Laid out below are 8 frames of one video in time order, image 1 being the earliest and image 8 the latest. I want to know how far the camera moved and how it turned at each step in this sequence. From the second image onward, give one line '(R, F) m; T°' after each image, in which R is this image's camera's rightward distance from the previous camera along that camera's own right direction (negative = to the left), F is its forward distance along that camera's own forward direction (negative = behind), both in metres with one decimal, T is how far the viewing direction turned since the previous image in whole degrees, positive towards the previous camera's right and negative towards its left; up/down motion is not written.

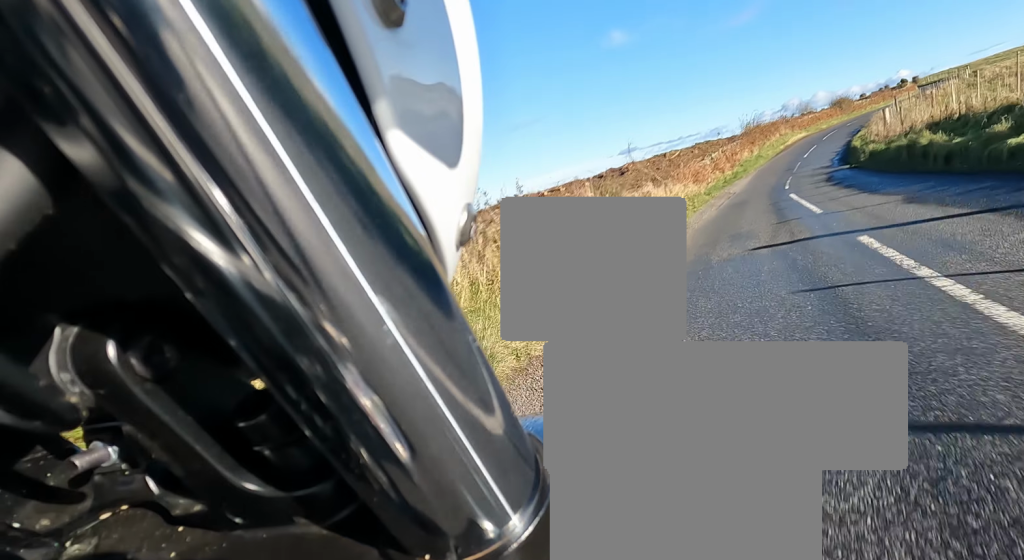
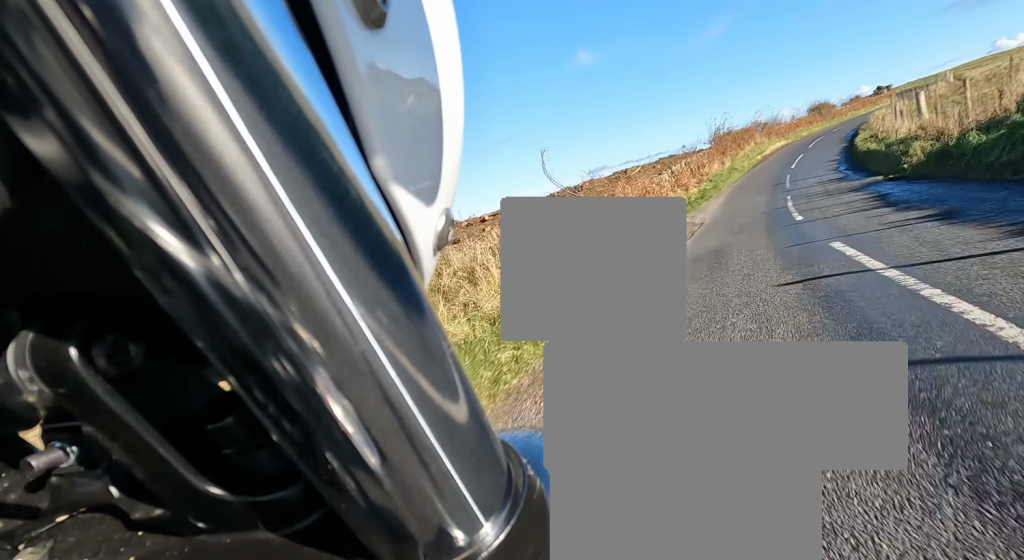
(+0.4, +8.9) m; +2°
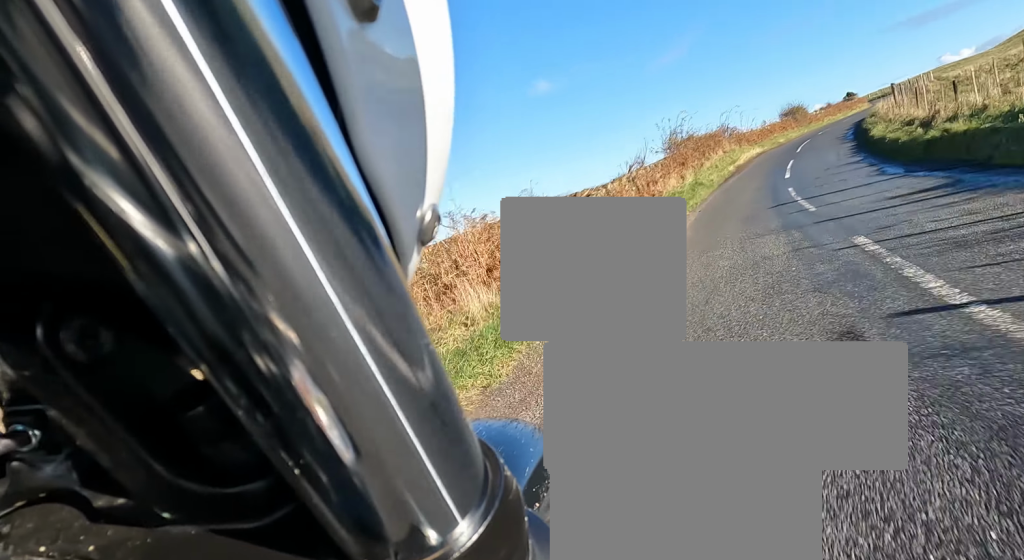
(0.0, +9.6) m; +5°
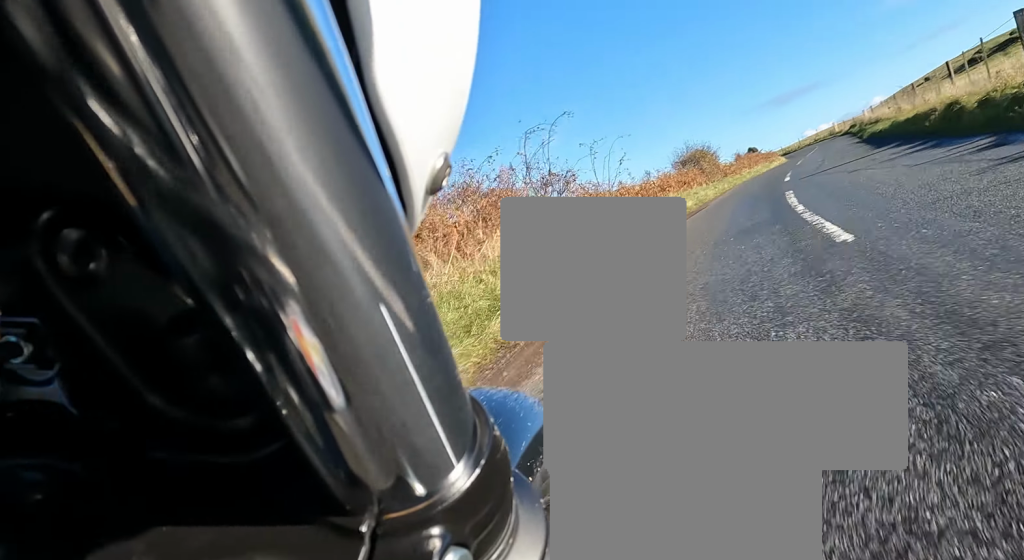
(+2.6, +22.6) m; +10°
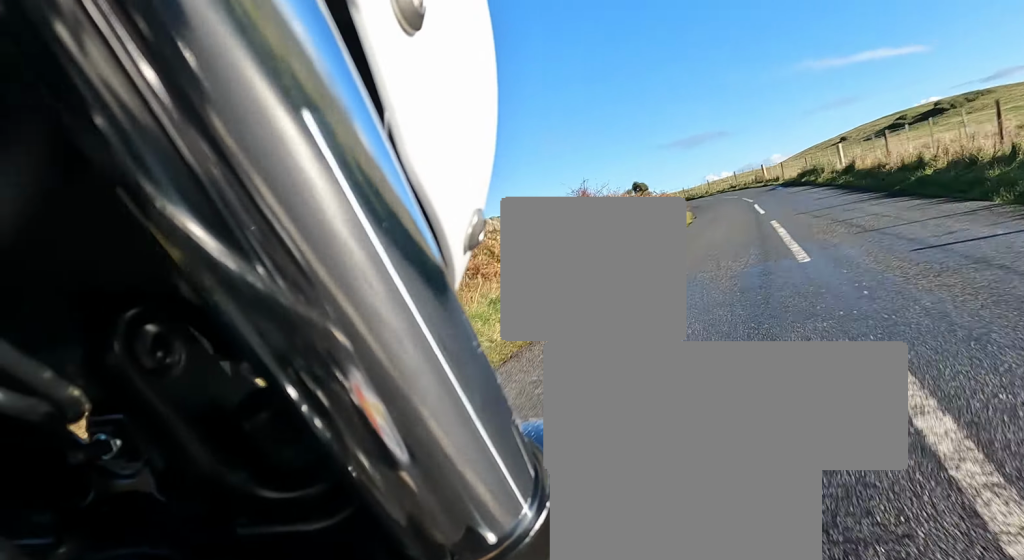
(+0.2, +24.6) m; 0°
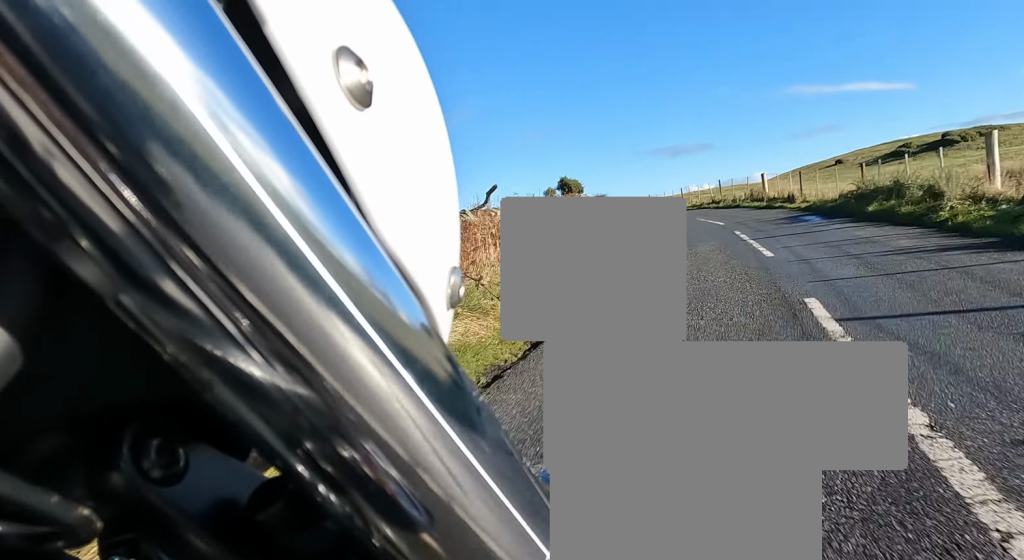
(0.0, +15.3) m; -2°
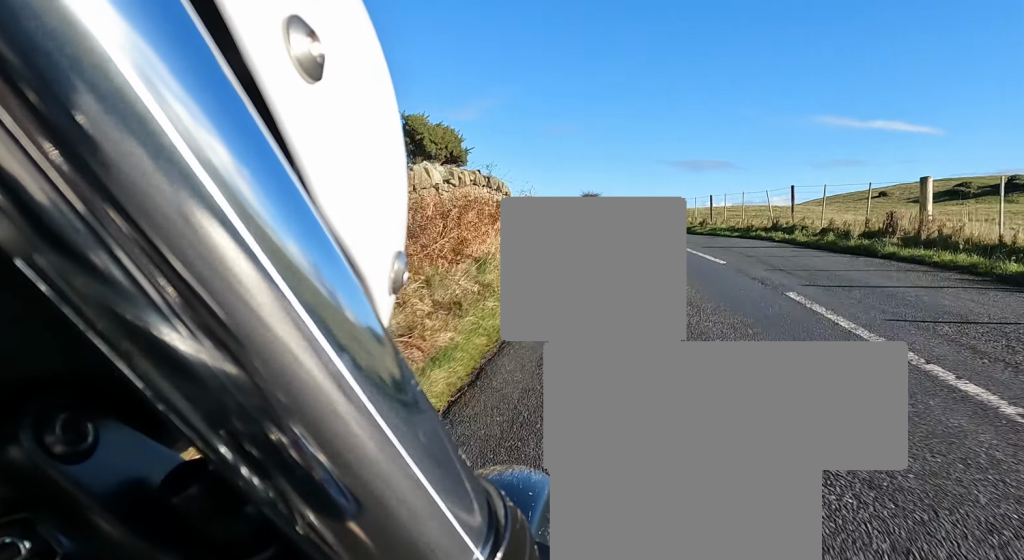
(-0.7, +16.6) m; -2°
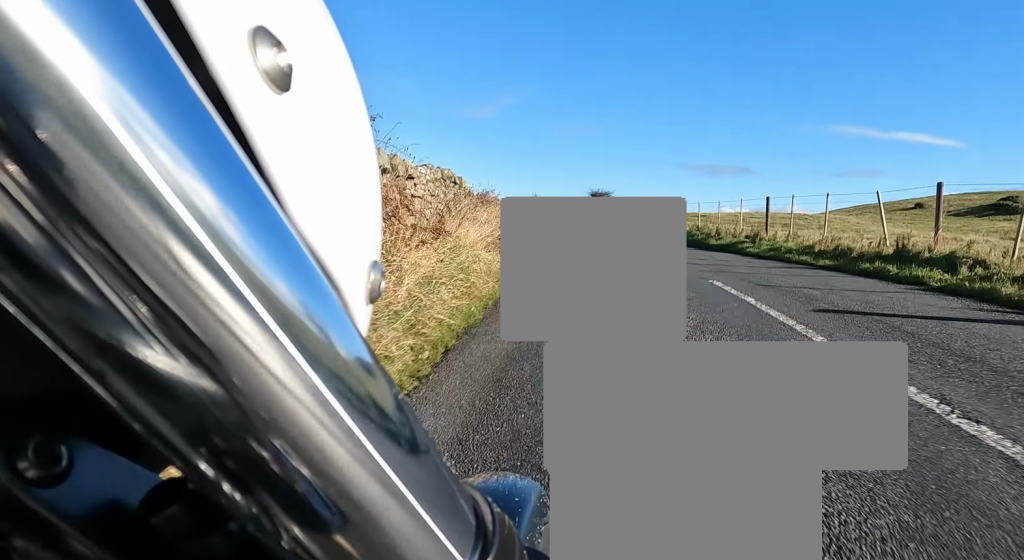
(0.0, +7.4) m; -4°
